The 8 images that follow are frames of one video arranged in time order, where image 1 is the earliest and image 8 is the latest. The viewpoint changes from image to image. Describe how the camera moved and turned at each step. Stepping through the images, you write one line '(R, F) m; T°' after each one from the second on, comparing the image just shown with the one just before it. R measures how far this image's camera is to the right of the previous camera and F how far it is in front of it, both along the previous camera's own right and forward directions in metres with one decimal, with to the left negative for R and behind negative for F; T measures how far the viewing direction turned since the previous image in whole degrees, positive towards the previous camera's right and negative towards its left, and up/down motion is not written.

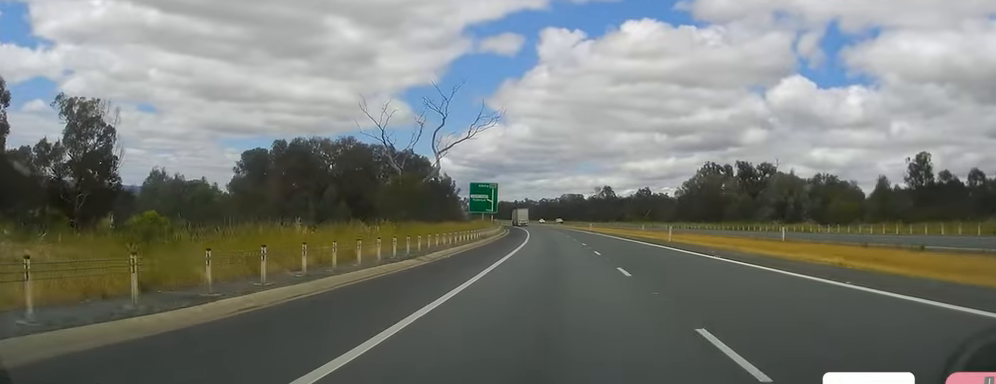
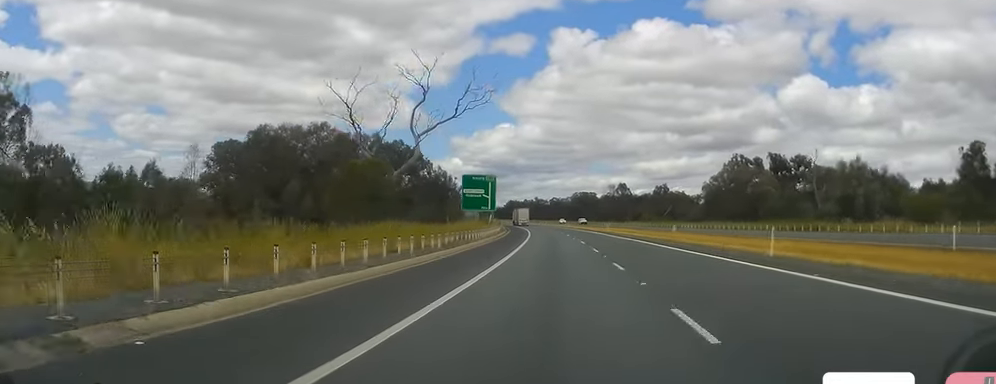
(-0.1, +22.0) m; 0°
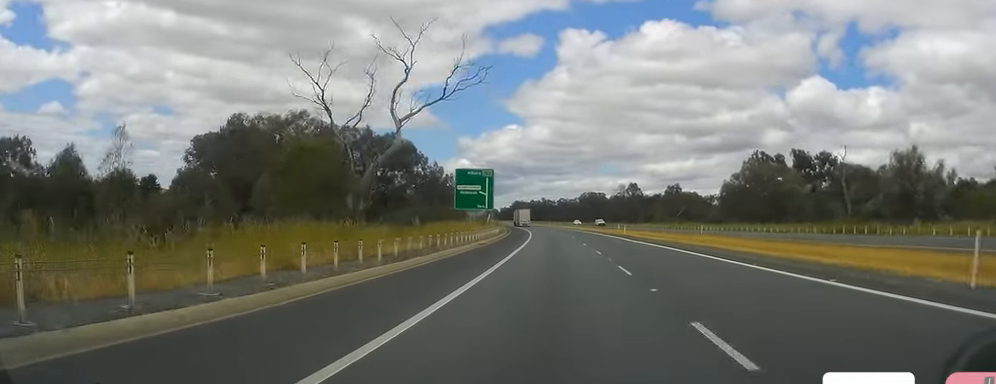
(0.0, +13.3) m; -1°
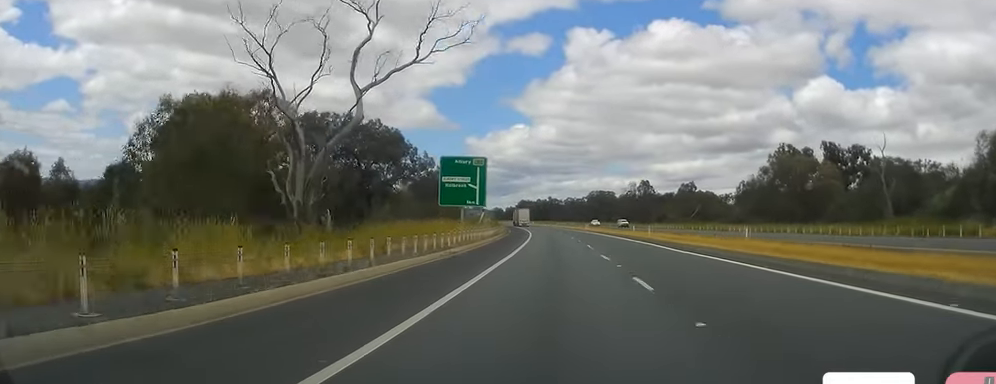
(+0.3, +16.2) m; -1°
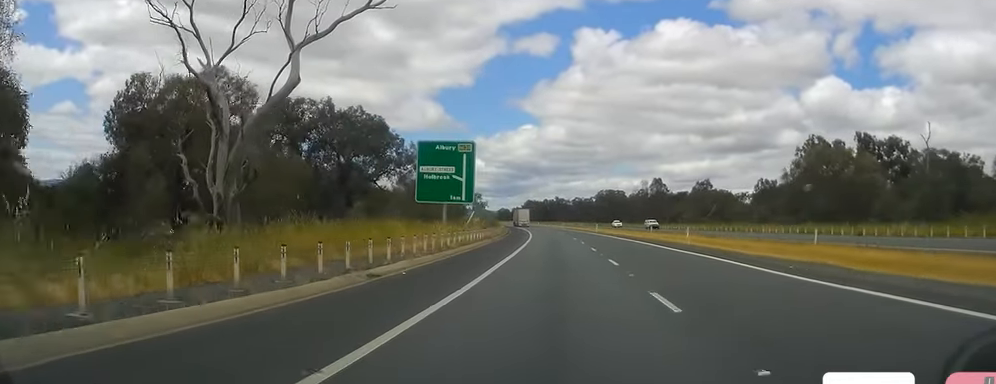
(-0.5, +15.3) m; -1°
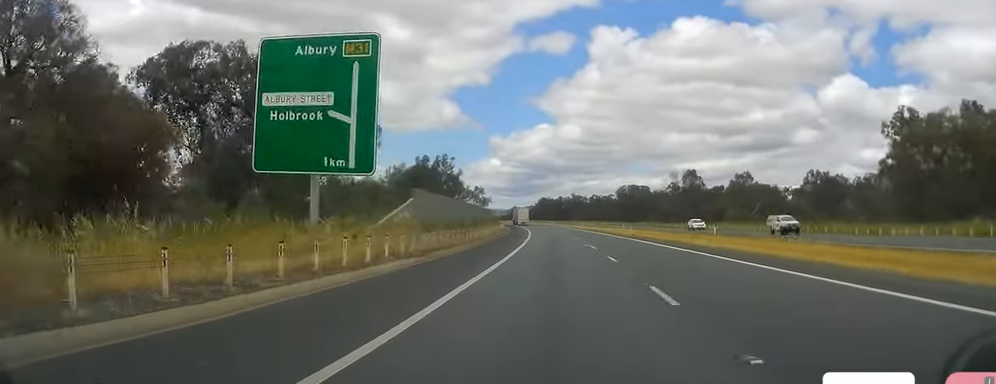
(-1.0, +35.5) m; -2°
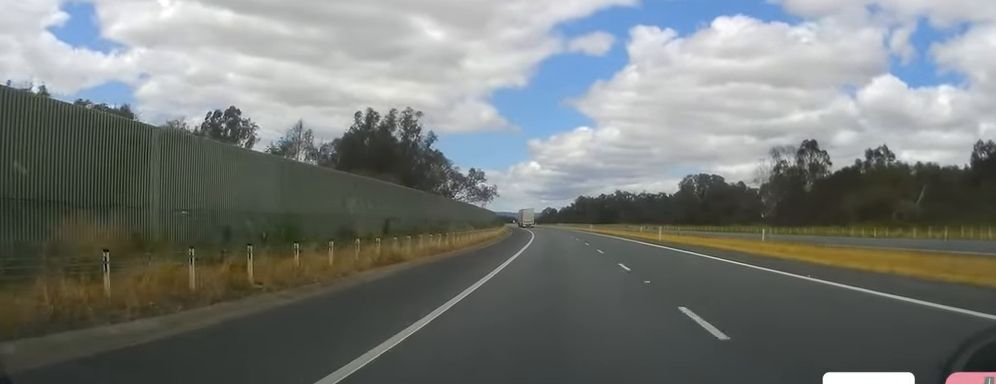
(-1.8, +74.2) m; -3°
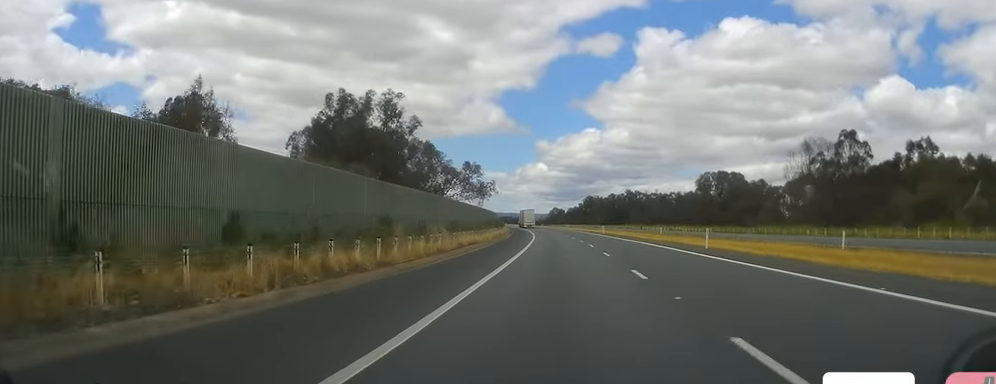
(-0.2, +15.3) m; 0°
